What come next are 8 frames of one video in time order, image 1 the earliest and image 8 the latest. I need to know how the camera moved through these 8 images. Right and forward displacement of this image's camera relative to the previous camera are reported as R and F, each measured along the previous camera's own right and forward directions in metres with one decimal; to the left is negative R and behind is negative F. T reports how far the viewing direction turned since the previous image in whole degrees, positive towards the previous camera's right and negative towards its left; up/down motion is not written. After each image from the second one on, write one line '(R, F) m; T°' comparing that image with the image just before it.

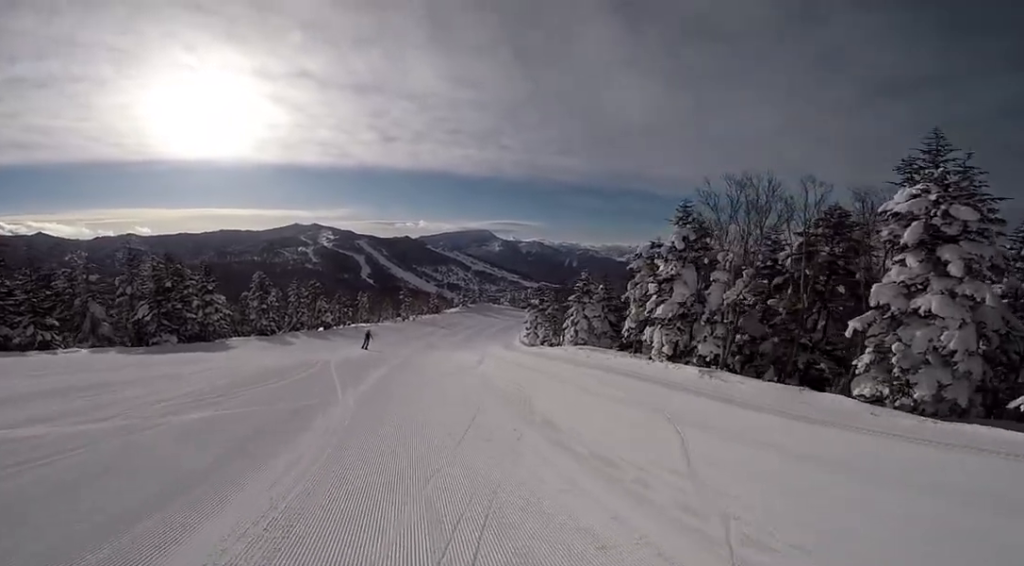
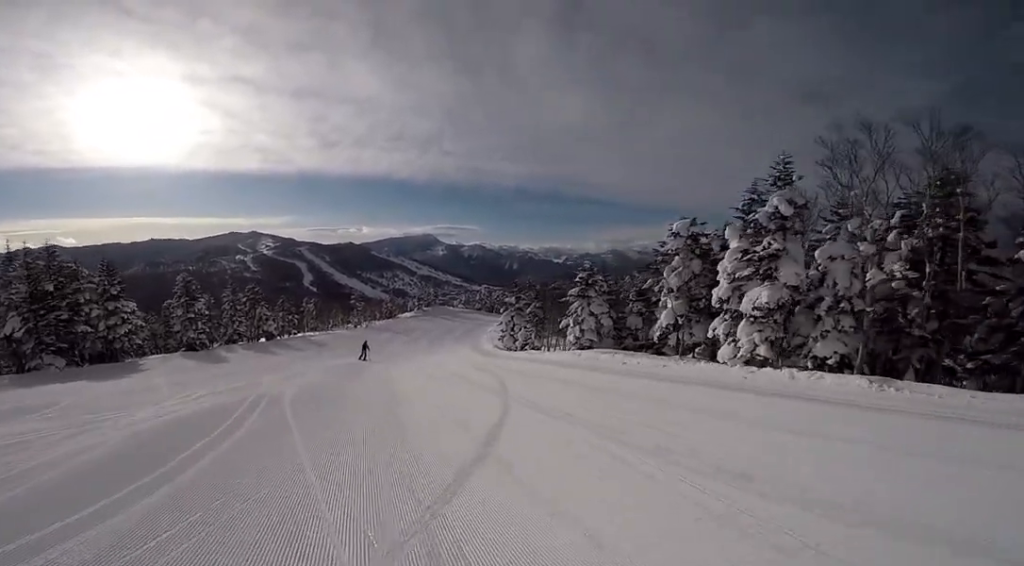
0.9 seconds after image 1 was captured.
(-0.4, +8.1) m; +10°
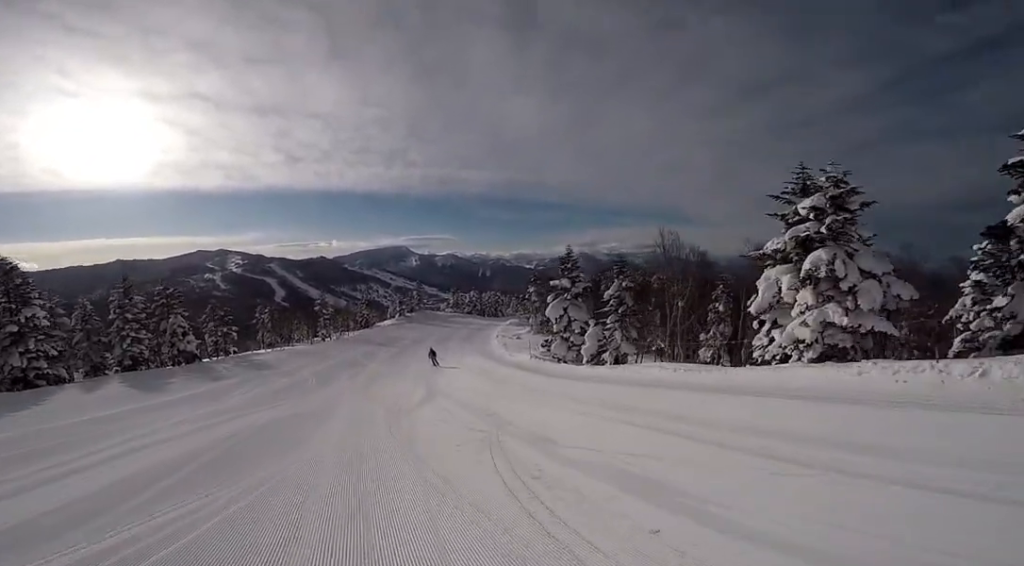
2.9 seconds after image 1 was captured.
(+2.2, +20.1) m; +2°
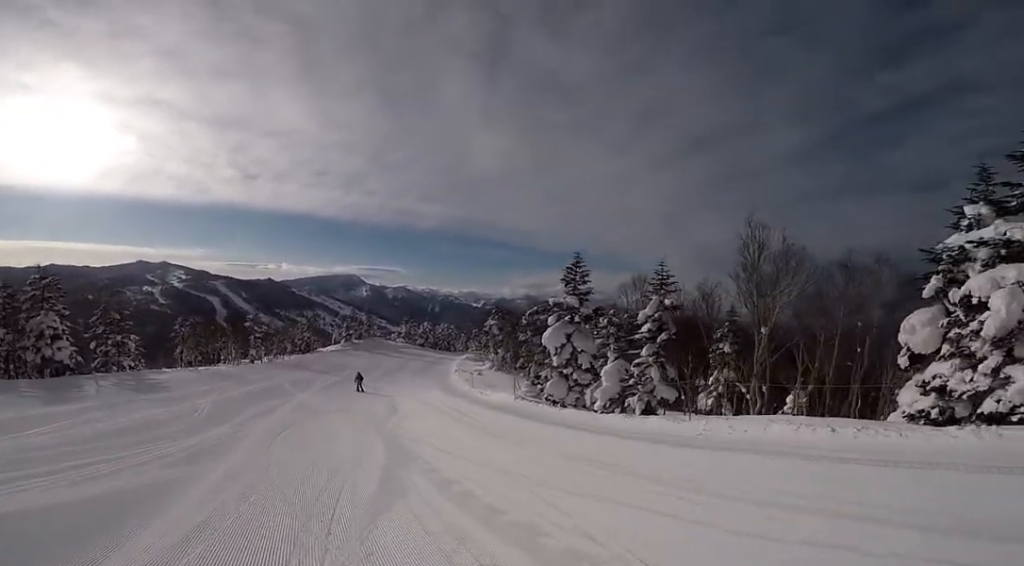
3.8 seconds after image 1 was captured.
(+0.2, +9.2) m; +5°
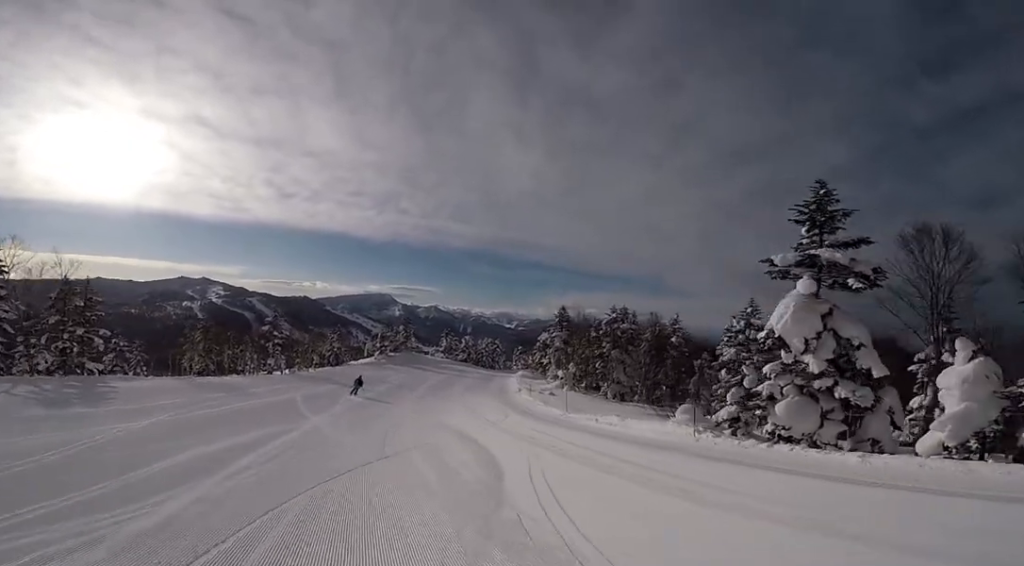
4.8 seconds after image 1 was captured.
(+0.9, +11.4) m; +1°
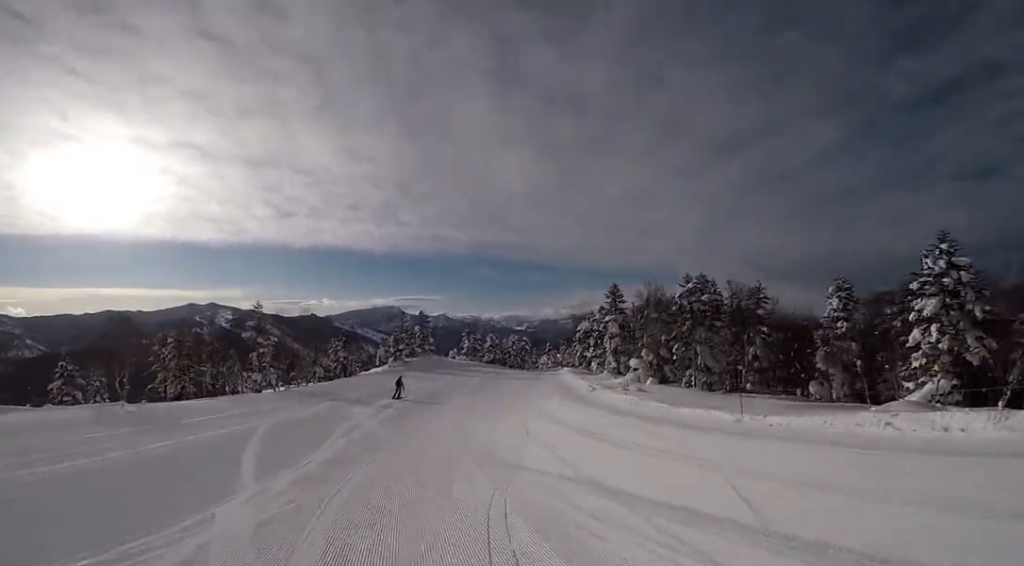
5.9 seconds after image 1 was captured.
(-0.8, +11.5) m; +1°
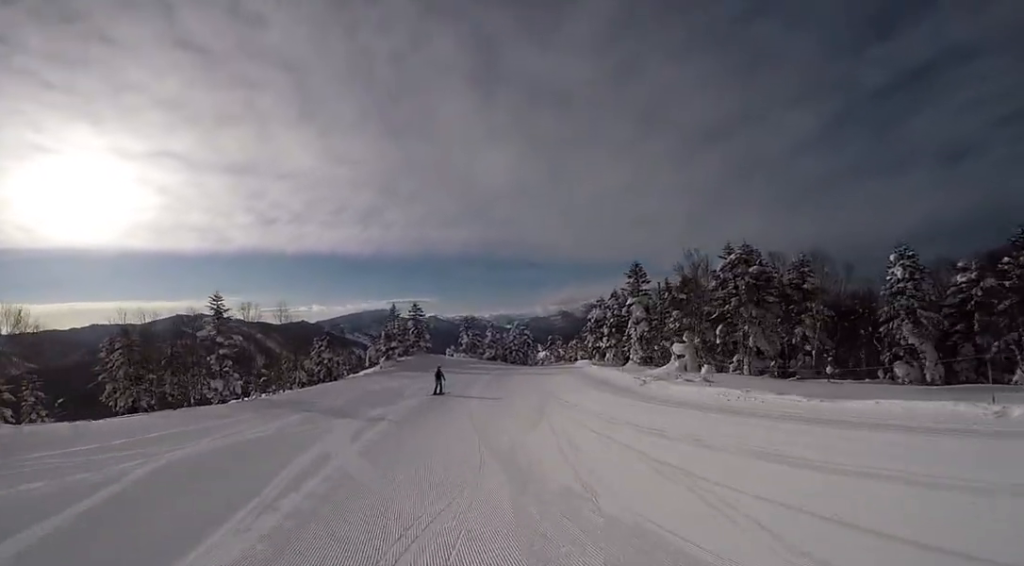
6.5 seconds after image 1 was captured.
(+0.6, +6.9) m; +7°
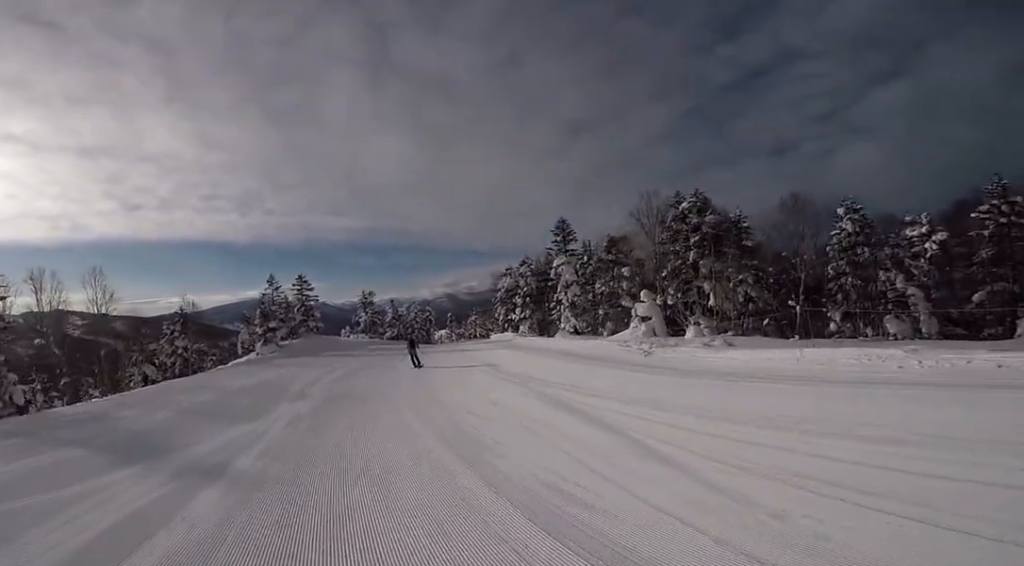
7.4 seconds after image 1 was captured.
(+0.8, +9.1) m; +8°
